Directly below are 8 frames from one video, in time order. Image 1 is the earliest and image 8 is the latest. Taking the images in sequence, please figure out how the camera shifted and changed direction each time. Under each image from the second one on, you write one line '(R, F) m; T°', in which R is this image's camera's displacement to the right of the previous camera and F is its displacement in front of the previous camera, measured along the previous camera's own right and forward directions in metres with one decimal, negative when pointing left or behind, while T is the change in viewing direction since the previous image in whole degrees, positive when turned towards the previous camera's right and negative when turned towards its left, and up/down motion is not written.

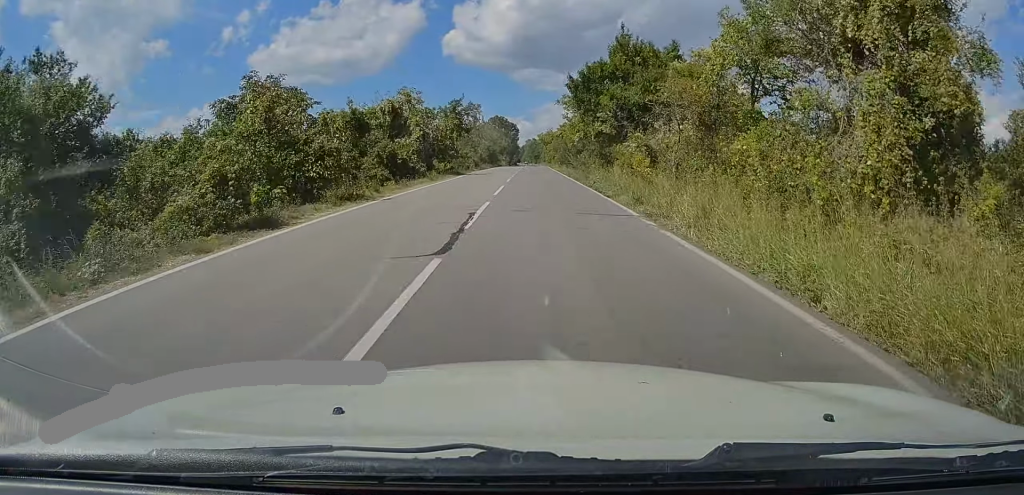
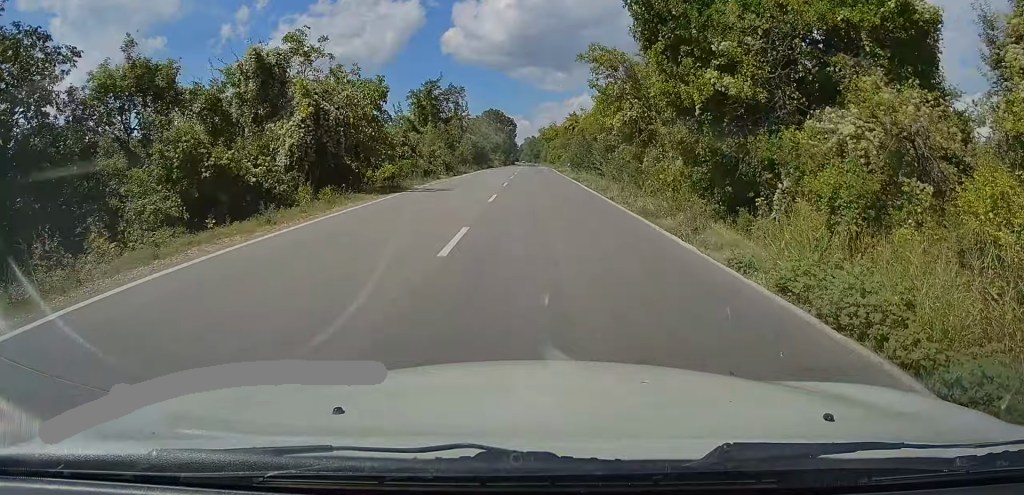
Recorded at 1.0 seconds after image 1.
(+0.3, +22.2) m; +1°
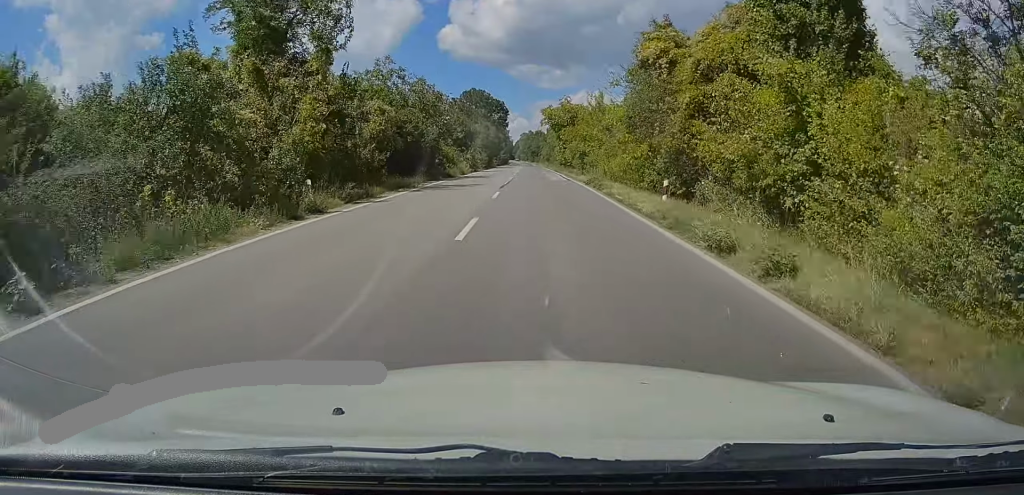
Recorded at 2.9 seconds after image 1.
(-0.2, +43.8) m; -1°
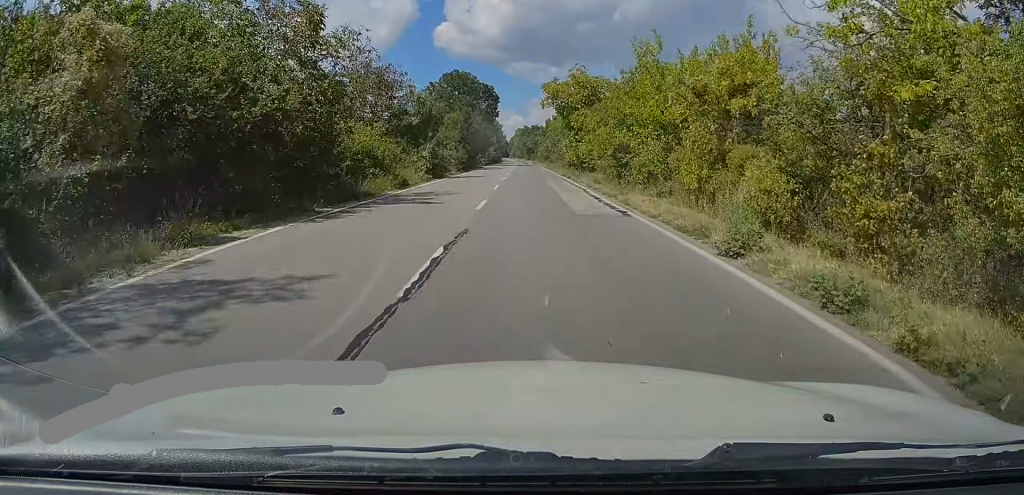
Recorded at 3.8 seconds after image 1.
(0.0, +21.7) m; 0°
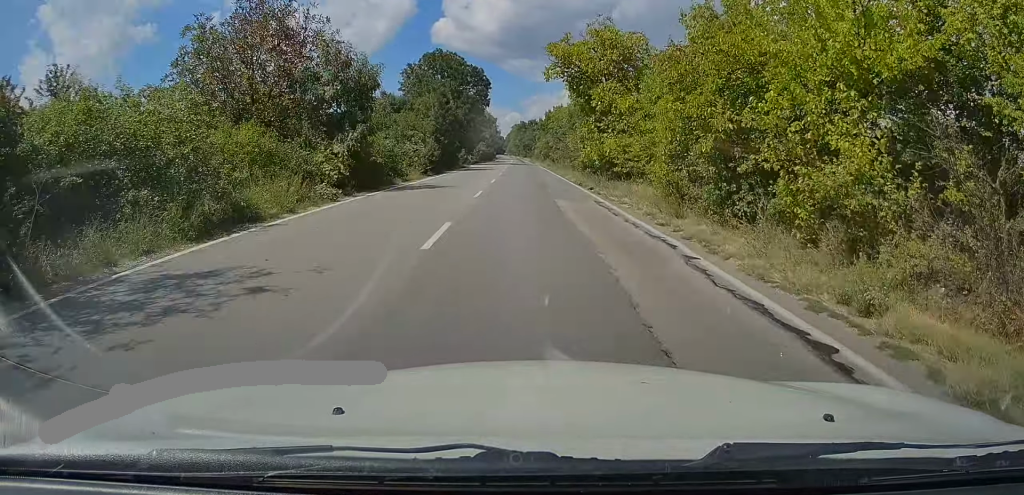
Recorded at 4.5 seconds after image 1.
(+0.1, +15.6) m; 0°
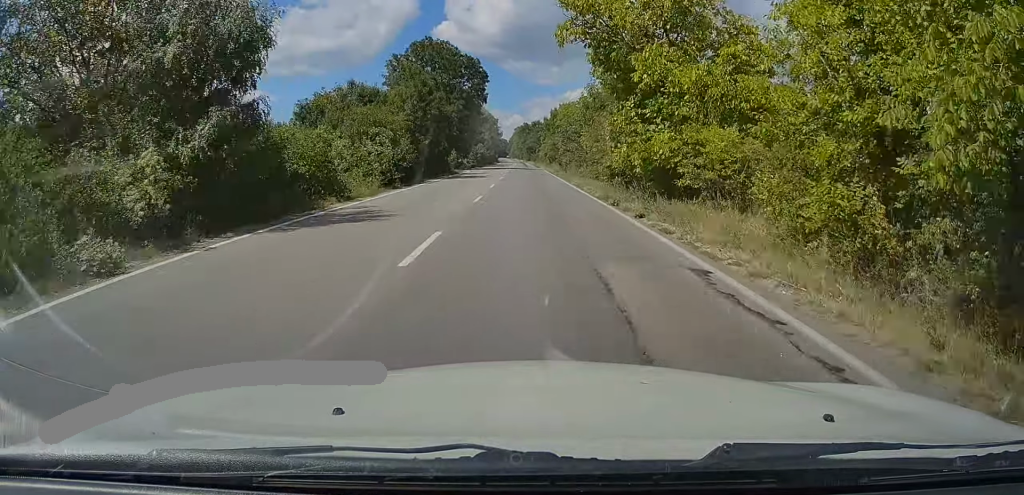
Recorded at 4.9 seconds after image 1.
(0.0, +10.2) m; 0°
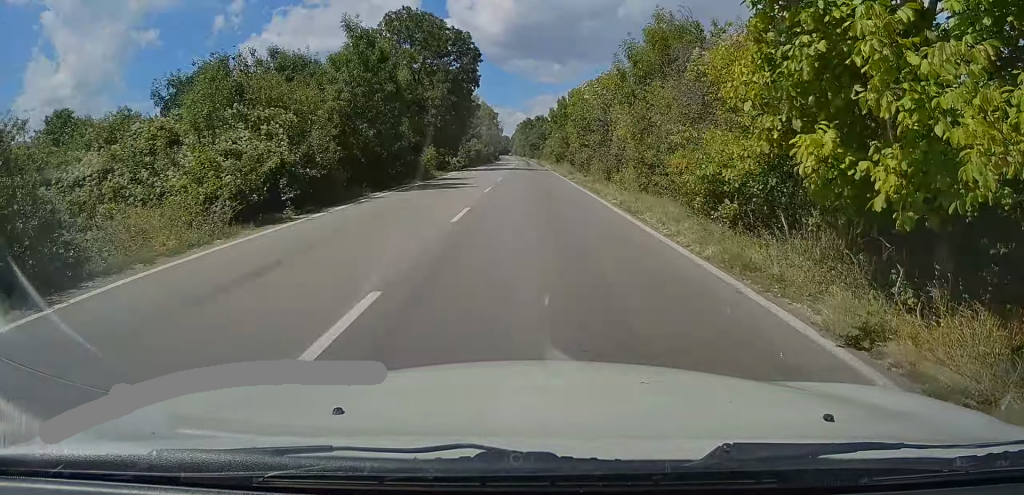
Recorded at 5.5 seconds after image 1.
(0.0, +13.3) m; 0°
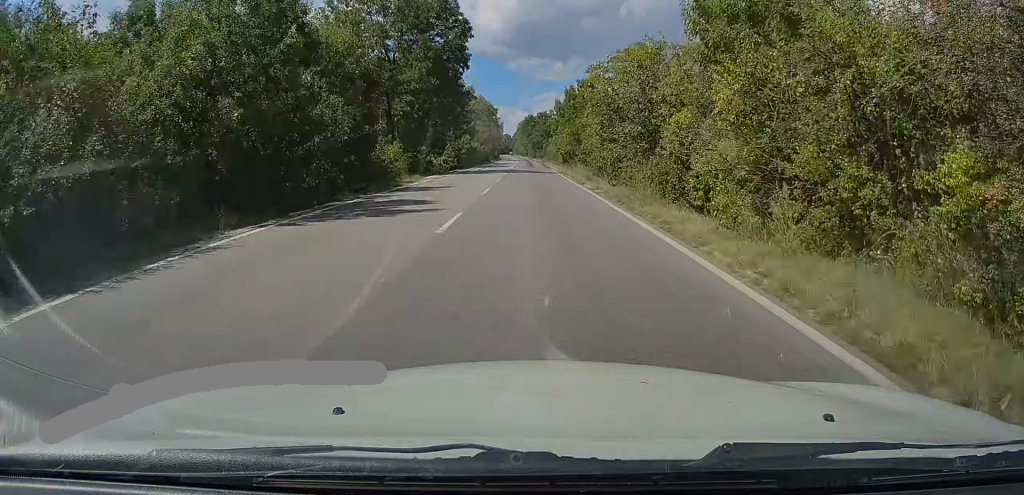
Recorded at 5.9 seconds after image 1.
(+0.1, +11.0) m; -1°
